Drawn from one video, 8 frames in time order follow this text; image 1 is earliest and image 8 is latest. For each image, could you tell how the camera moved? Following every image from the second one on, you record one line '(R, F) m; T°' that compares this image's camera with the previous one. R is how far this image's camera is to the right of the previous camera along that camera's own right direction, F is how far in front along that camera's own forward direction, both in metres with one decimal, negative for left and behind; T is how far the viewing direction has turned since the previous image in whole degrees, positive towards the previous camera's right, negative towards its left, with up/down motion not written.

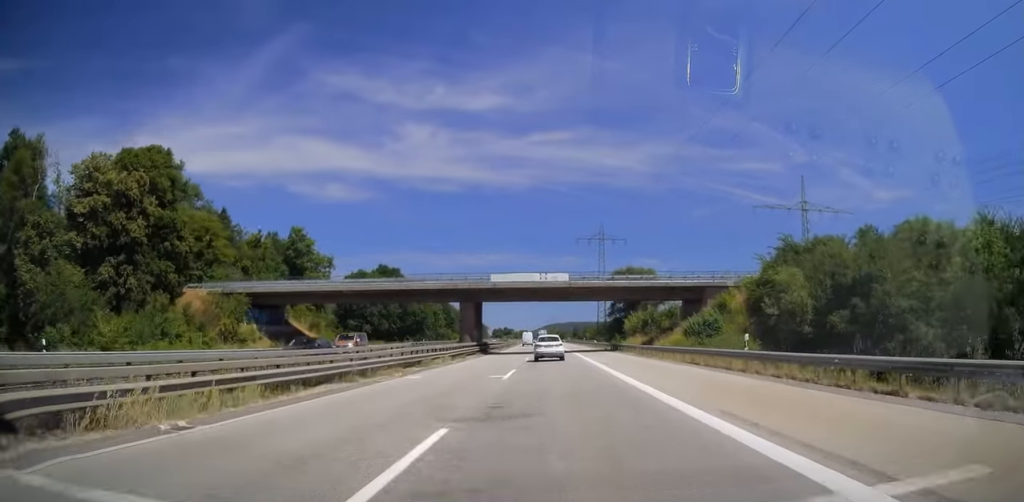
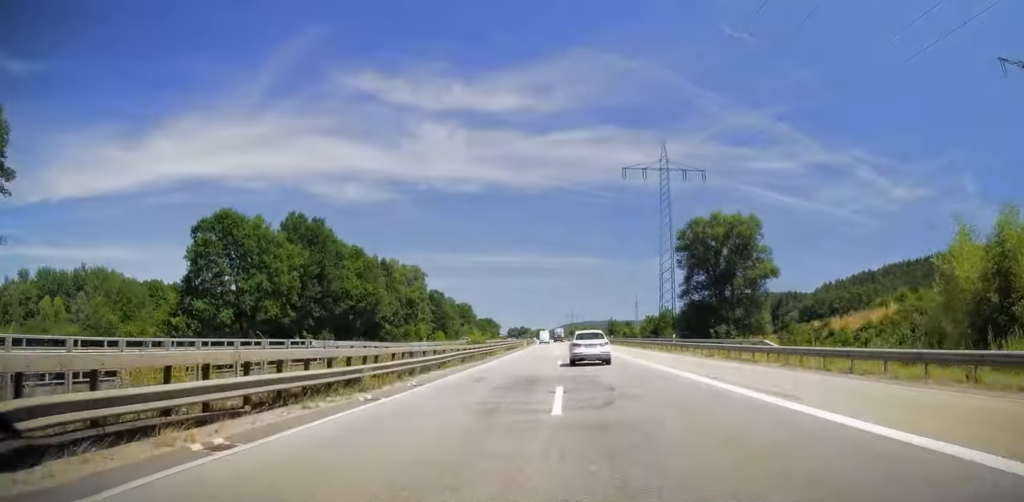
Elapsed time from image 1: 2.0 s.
(-0.7, +63.4) m; -1°
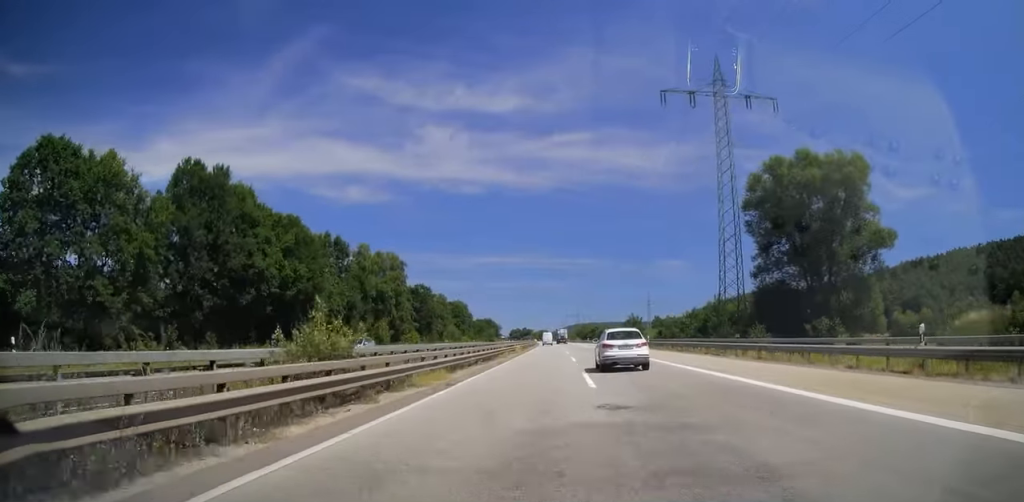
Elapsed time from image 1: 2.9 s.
(-0.2, +30.0) m; -1°
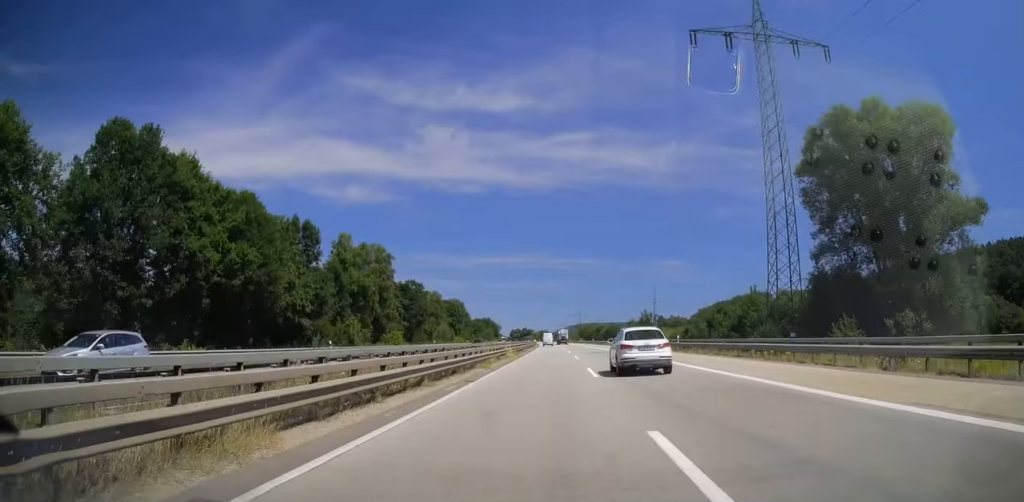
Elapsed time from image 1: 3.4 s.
(0.0, +13.5) m; -1°
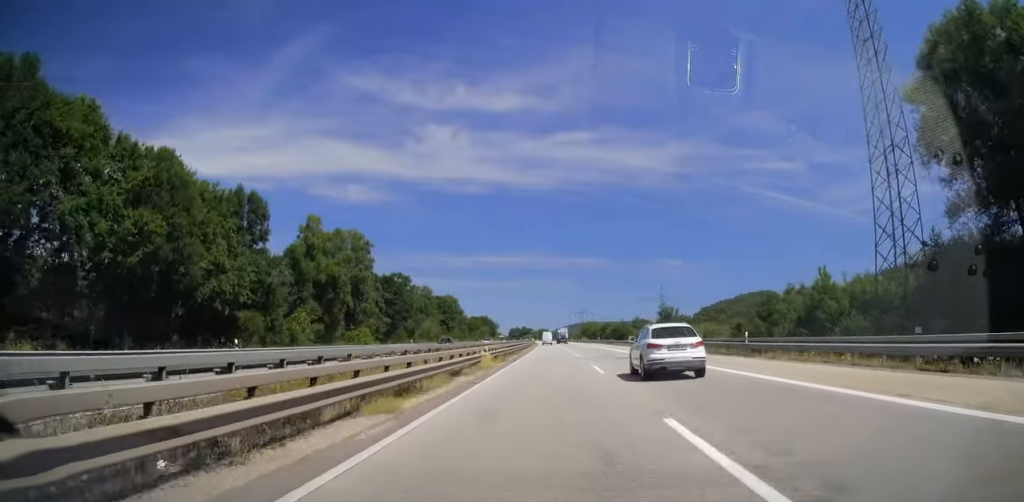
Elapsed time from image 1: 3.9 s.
(-0.2, +16.9) m; 0°
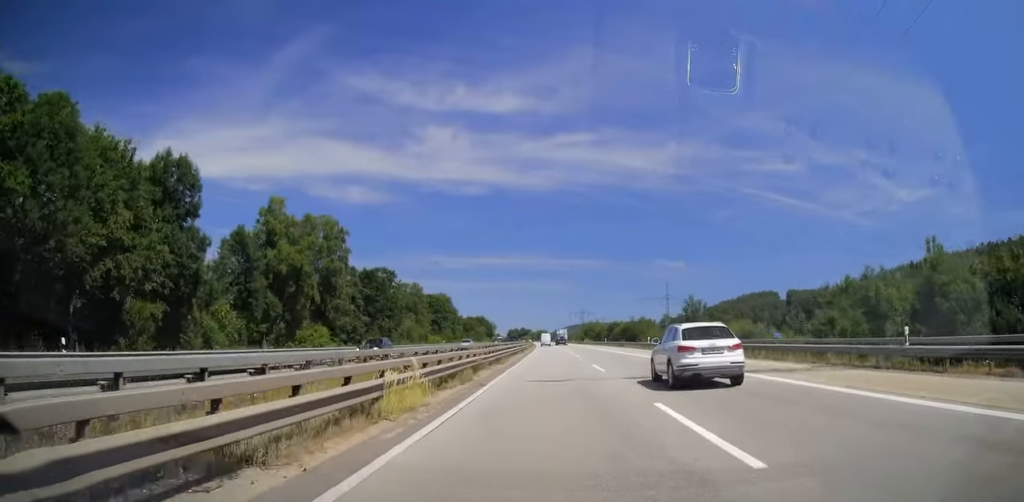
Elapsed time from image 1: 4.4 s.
(-0.1, +15.3) m; 0°
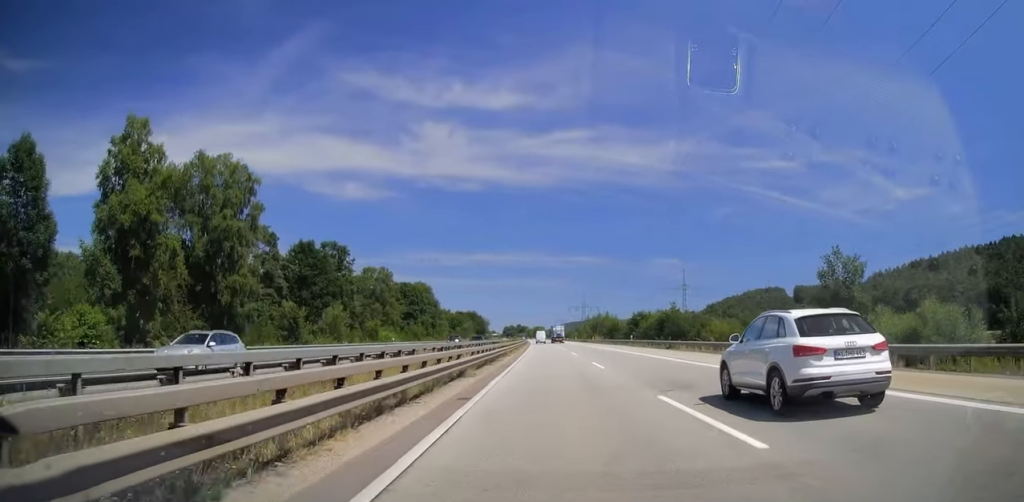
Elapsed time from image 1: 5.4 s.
(+0.1, +35.1) m; +1°
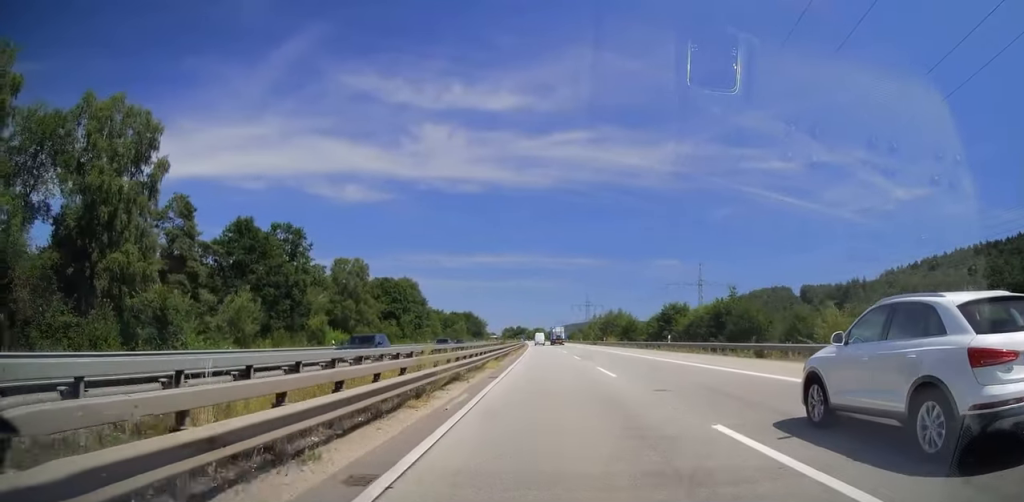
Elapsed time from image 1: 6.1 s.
(+0.3, +22.0) m; 0°
